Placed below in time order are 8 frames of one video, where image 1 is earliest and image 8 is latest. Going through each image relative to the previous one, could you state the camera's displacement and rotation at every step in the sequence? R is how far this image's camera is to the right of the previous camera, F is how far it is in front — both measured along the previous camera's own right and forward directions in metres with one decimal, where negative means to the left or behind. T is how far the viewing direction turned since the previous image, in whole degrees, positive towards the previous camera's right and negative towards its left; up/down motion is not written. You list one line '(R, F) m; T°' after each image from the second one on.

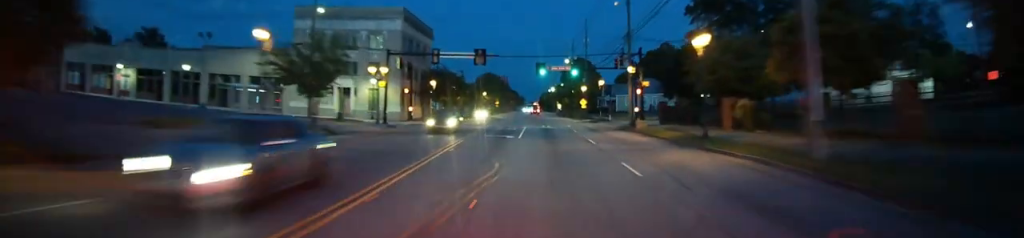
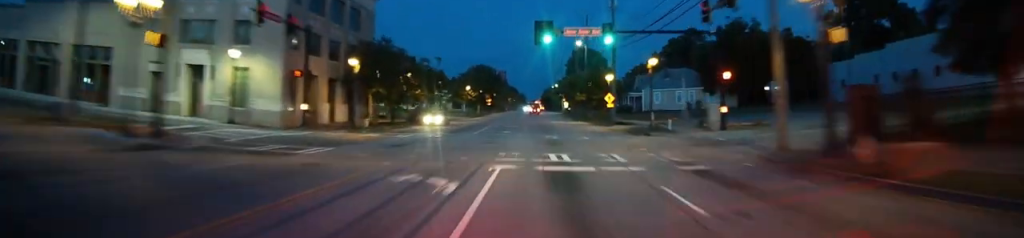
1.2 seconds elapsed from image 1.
(0.0, +30.5) m; 0°
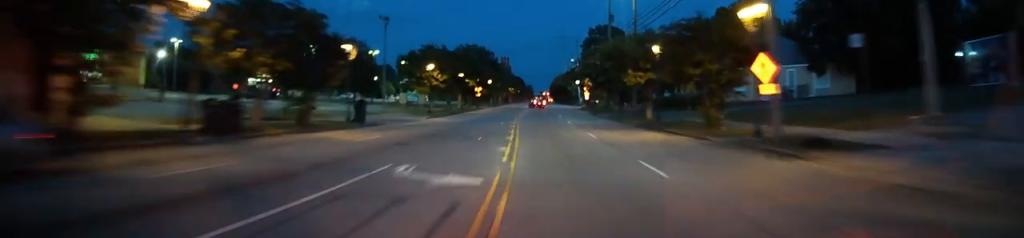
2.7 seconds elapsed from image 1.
(-0.1, +36.3) m; 0°
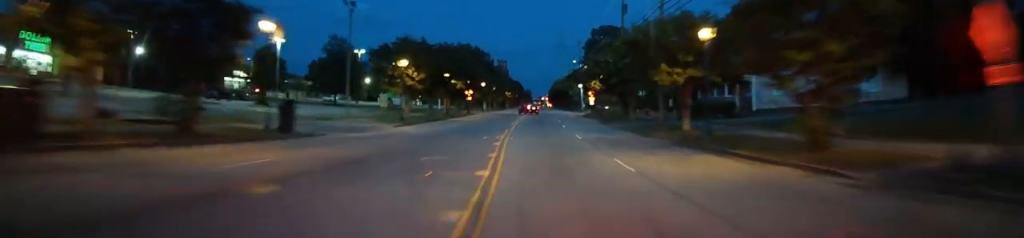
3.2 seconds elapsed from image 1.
(0.0, +11.2) m; 0°
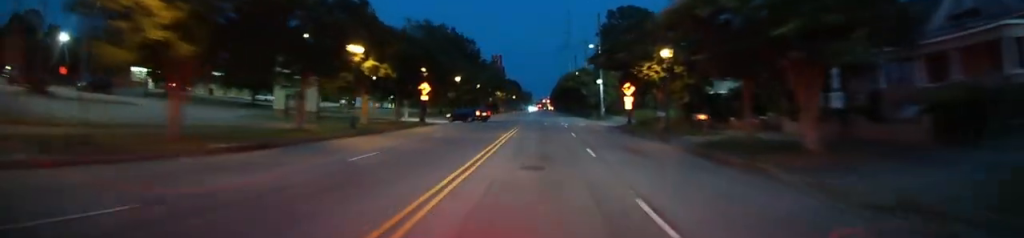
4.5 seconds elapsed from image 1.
(-0.4, +32.4) m; 0°
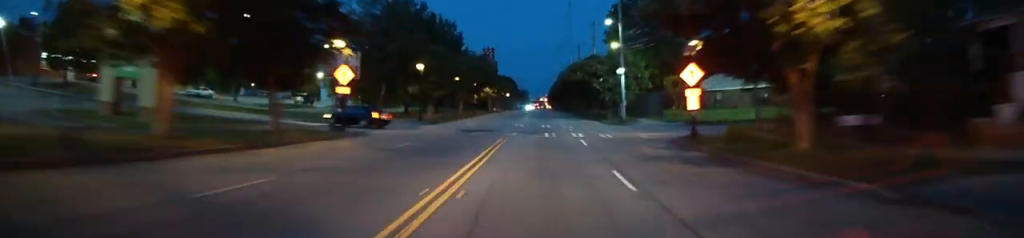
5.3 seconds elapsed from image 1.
(+0.3, +20.5) m; +1°
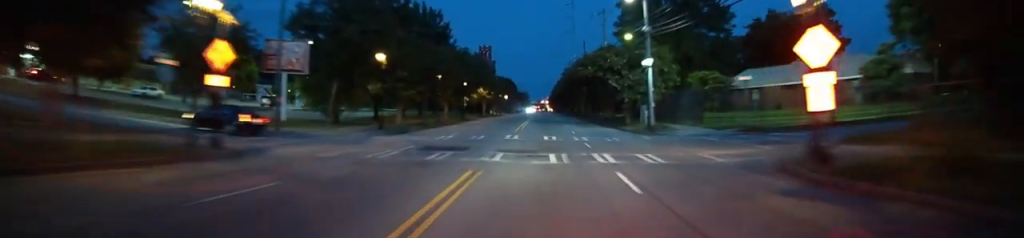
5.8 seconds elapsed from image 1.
(+0.1, +13.1) m; 0°
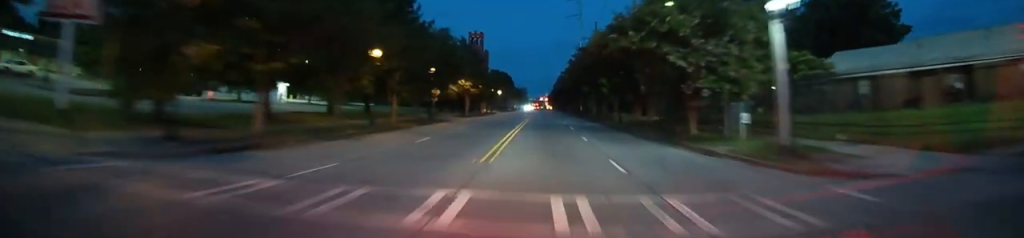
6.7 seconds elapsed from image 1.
(0.0, +21.6) m; 0°
